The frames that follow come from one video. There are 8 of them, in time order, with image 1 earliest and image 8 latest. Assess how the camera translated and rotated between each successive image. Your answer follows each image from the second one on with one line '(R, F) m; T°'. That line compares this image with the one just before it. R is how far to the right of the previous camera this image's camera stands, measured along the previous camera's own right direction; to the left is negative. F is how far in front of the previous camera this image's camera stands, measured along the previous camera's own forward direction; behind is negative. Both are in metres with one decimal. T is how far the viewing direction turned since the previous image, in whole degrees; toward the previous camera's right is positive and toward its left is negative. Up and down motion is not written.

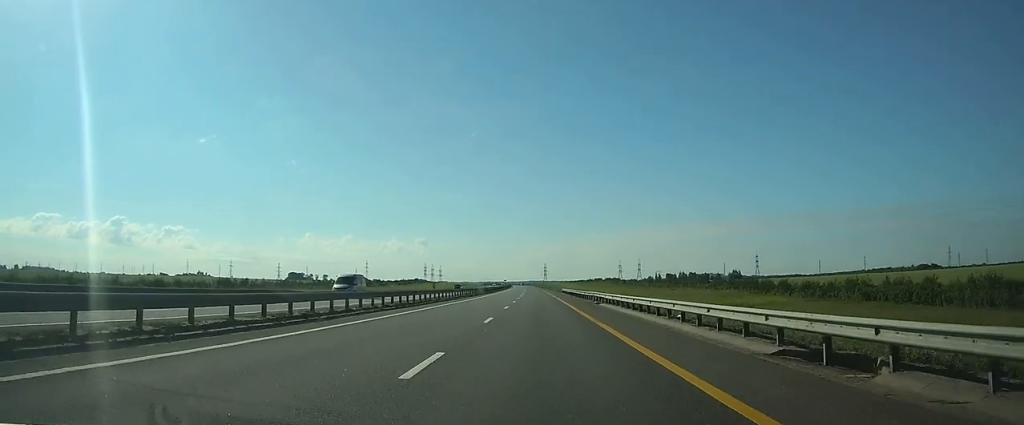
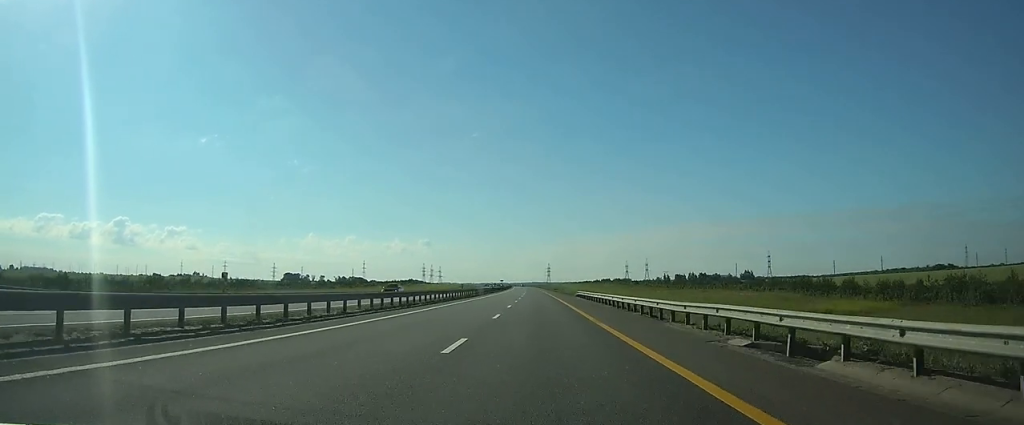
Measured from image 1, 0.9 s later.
(-0.1, +32.3) m; 0°
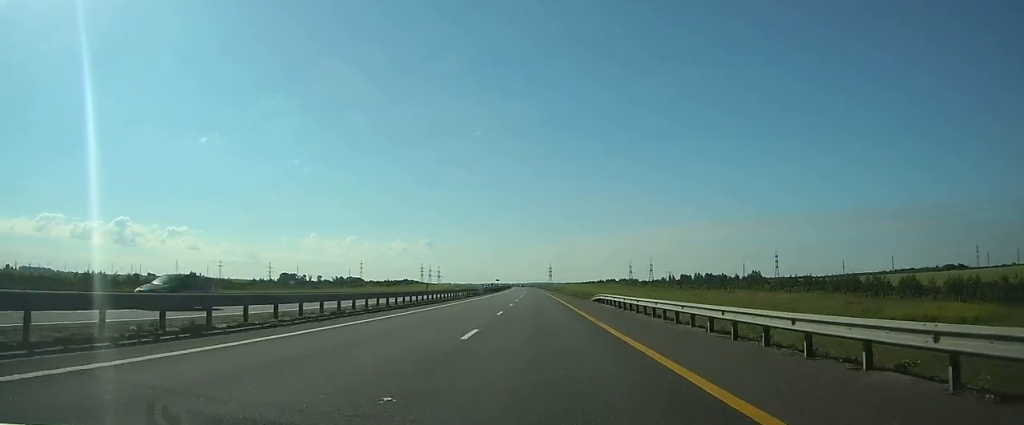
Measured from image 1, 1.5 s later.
(0.0, +20.7) m; 0°
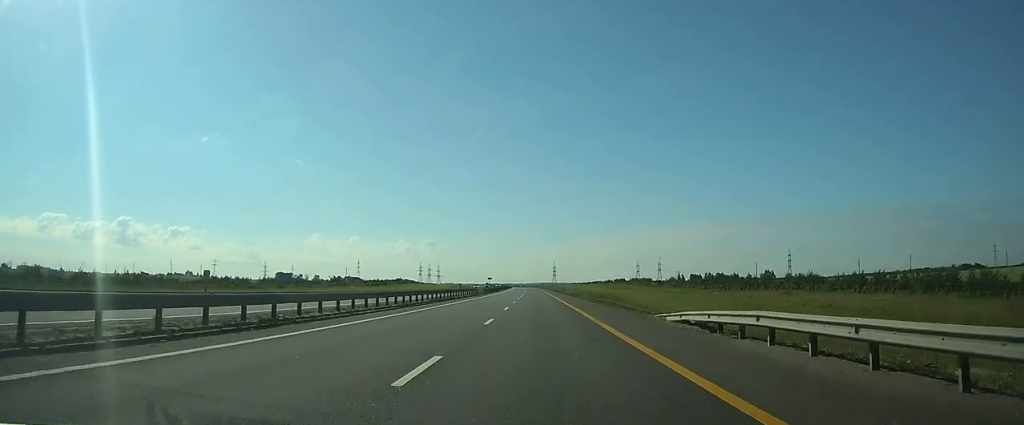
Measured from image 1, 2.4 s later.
(0.0, +30.0) m; 0°
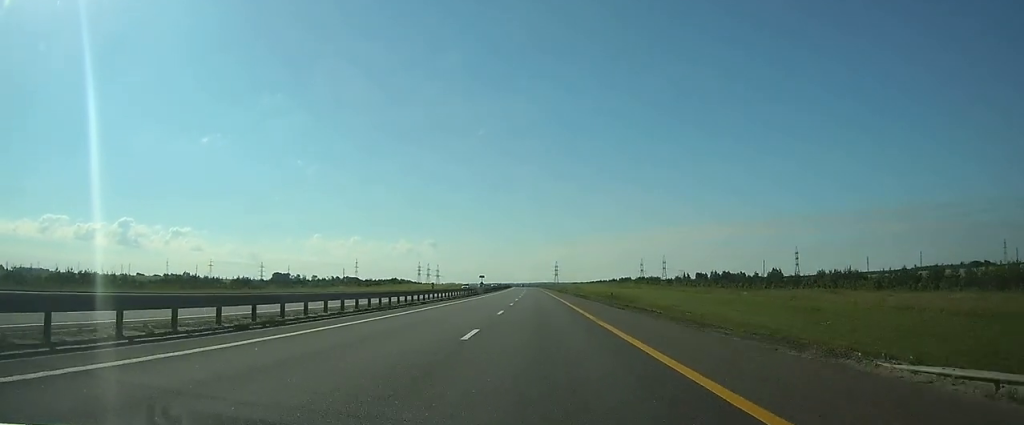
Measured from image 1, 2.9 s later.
(-0.1, +17.3) m; 0°
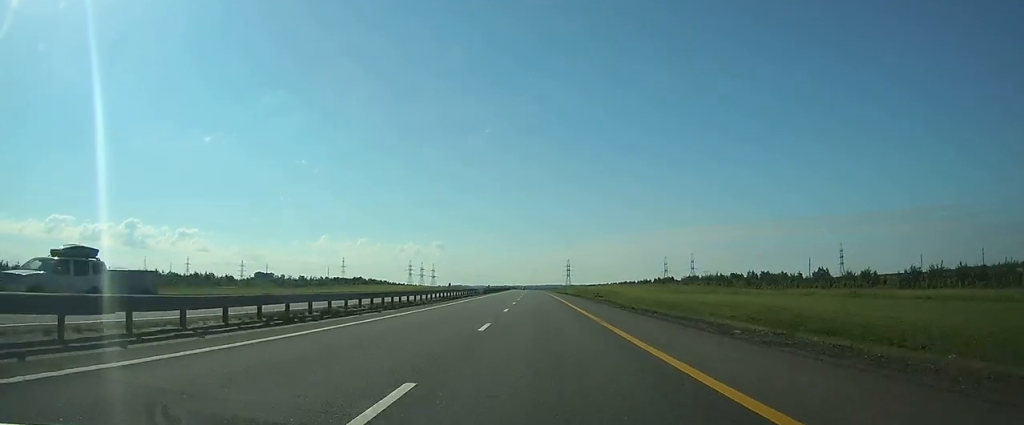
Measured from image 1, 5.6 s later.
(-0.7, +91.7) m; -1°
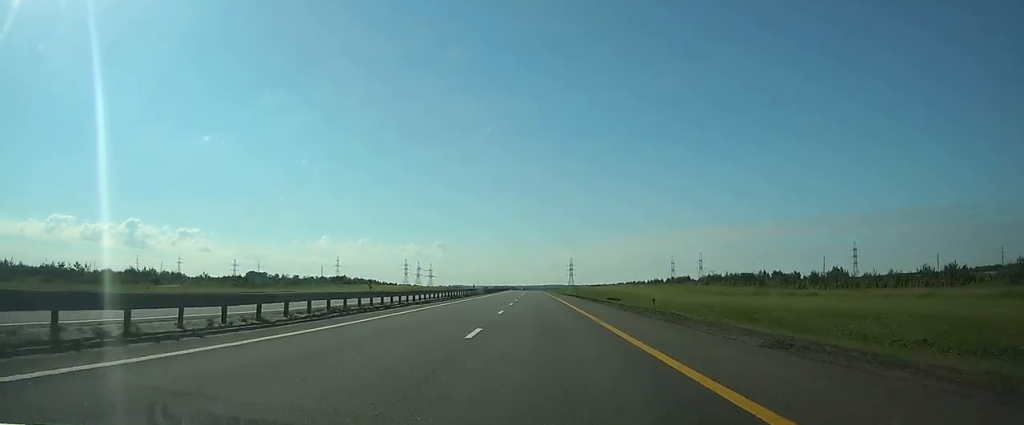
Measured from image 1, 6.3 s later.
(-0.1, +26.2) m; 0°
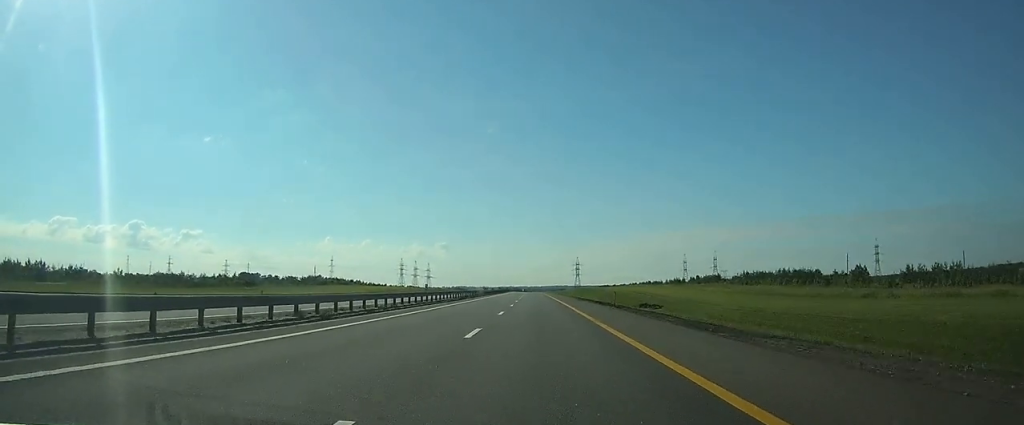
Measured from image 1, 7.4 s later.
(-0.1, +35.2) m; 0°
